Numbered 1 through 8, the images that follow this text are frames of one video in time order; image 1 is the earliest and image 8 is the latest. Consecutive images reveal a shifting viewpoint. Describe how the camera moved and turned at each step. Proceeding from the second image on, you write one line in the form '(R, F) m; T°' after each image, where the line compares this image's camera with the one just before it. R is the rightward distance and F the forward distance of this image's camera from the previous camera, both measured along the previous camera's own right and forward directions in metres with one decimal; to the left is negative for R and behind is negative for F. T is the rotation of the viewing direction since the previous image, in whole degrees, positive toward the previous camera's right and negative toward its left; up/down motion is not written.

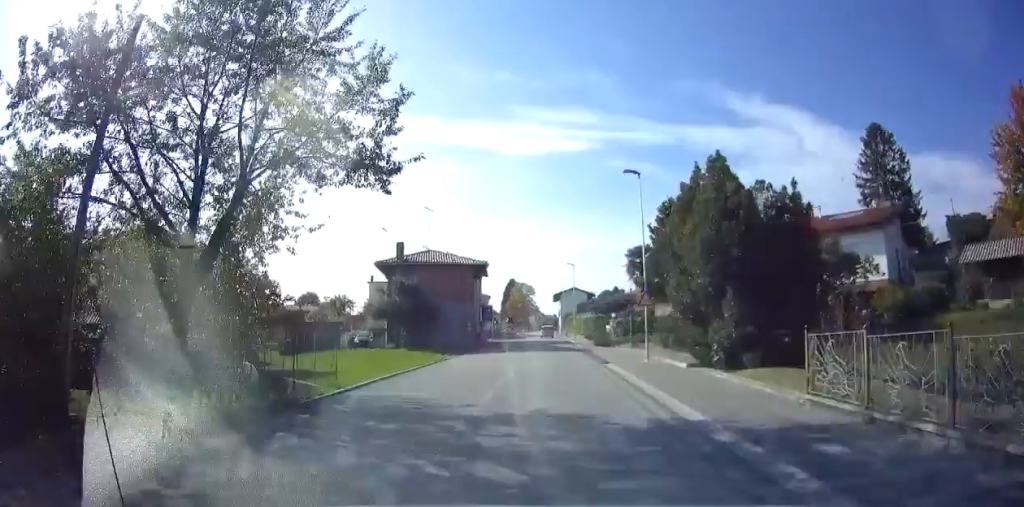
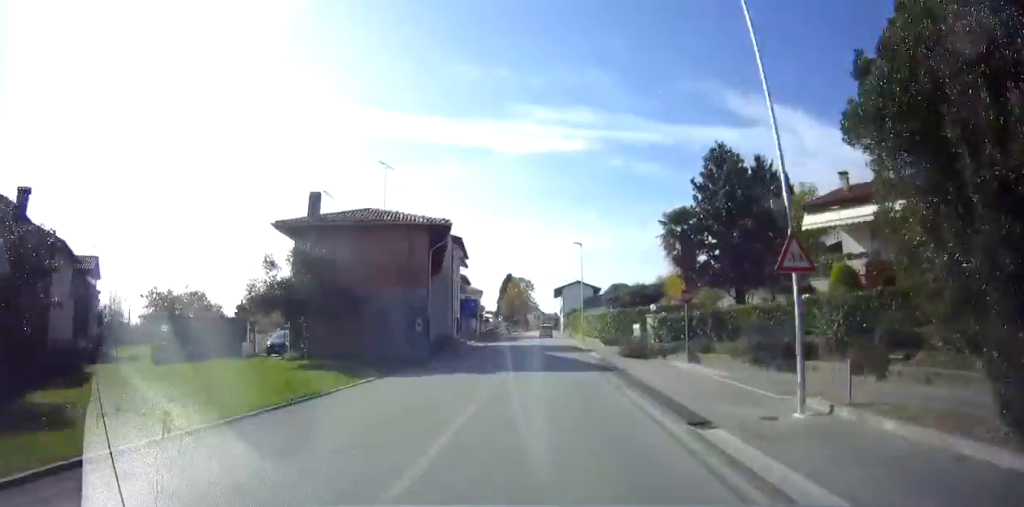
(0.0, +14.3) m; 0°
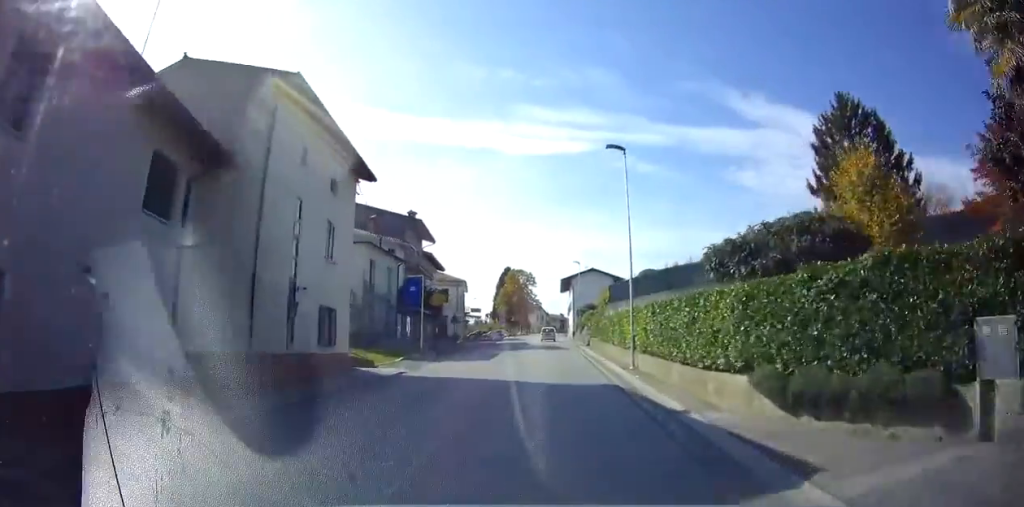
(-0.2, +25.6) m; -2°
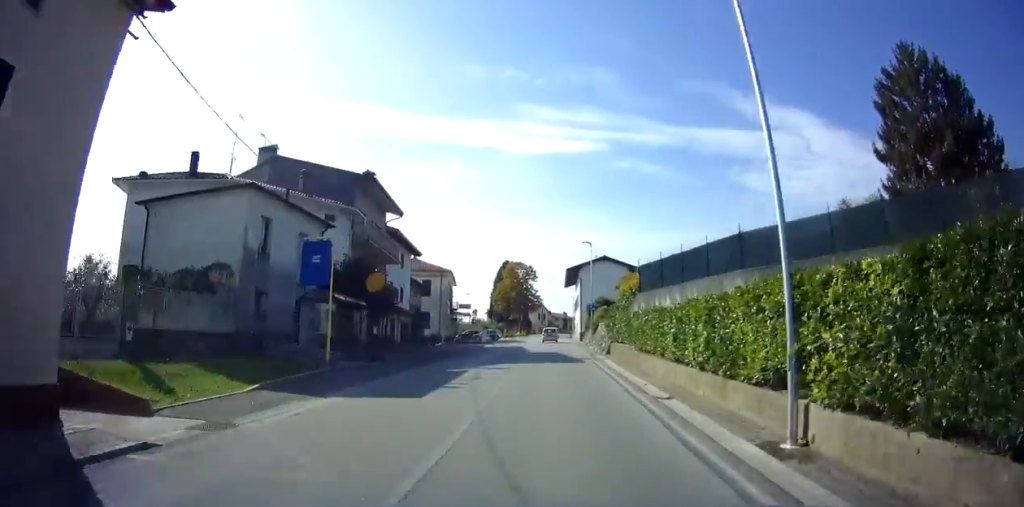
(-0.3, +12.9) m; 0°
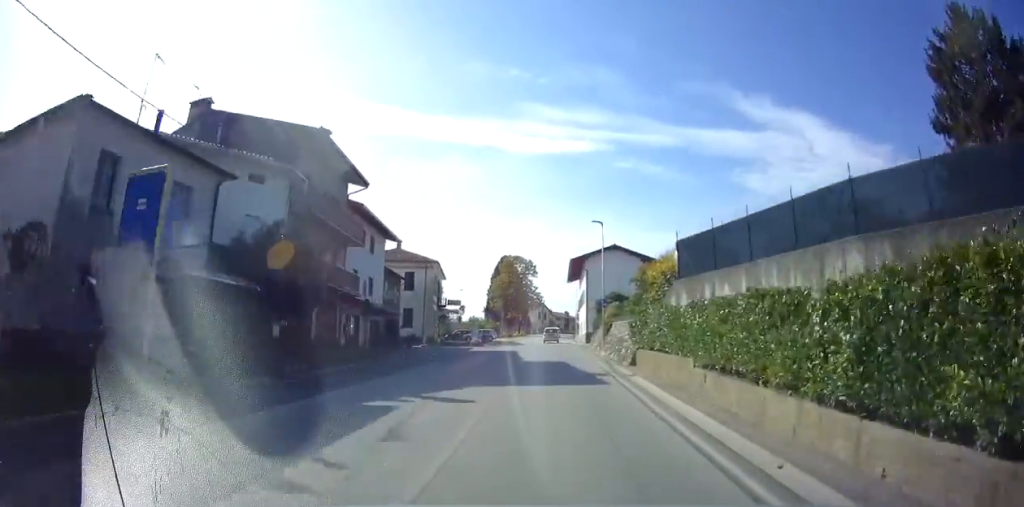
(+0.2, +8.4) m; +1°
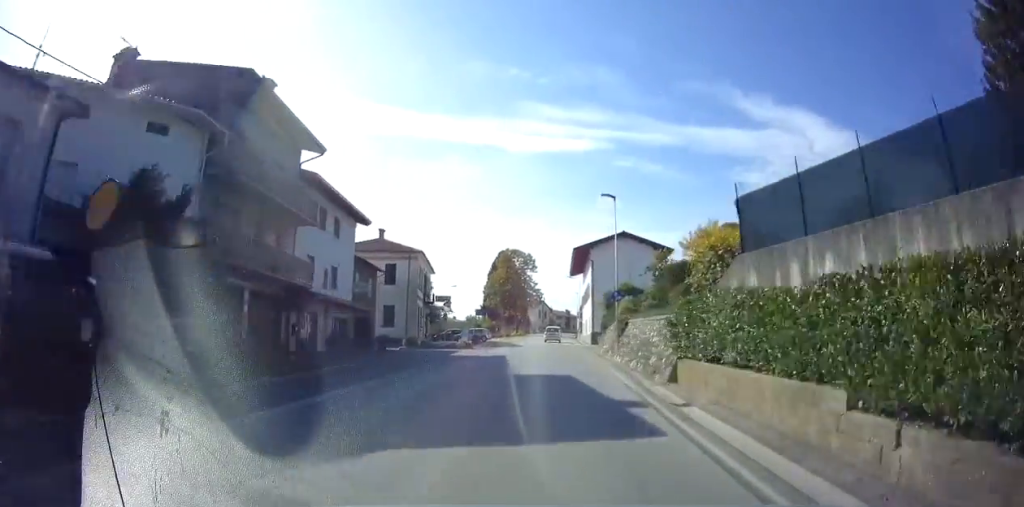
(+0.1, +6.8) m; +1°
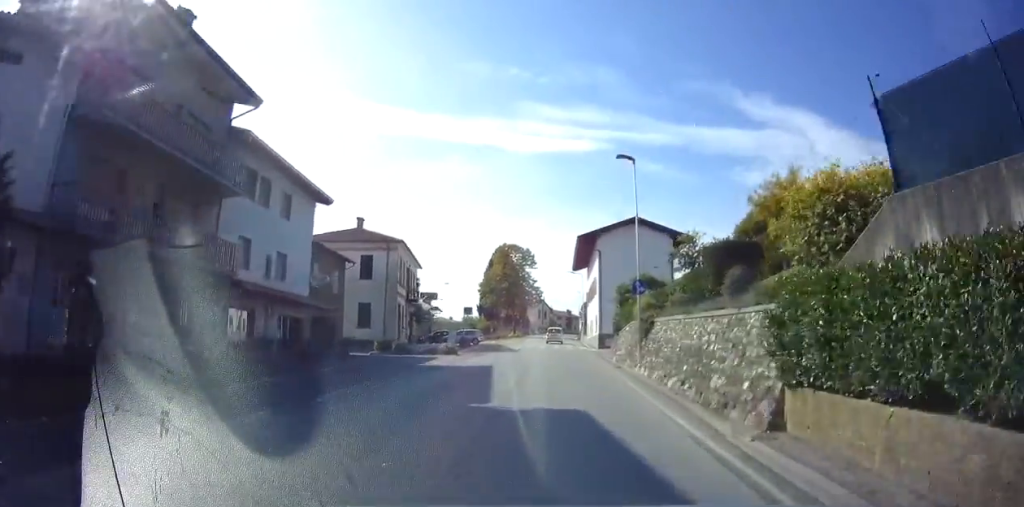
(0.0, +6.7) m; 0°
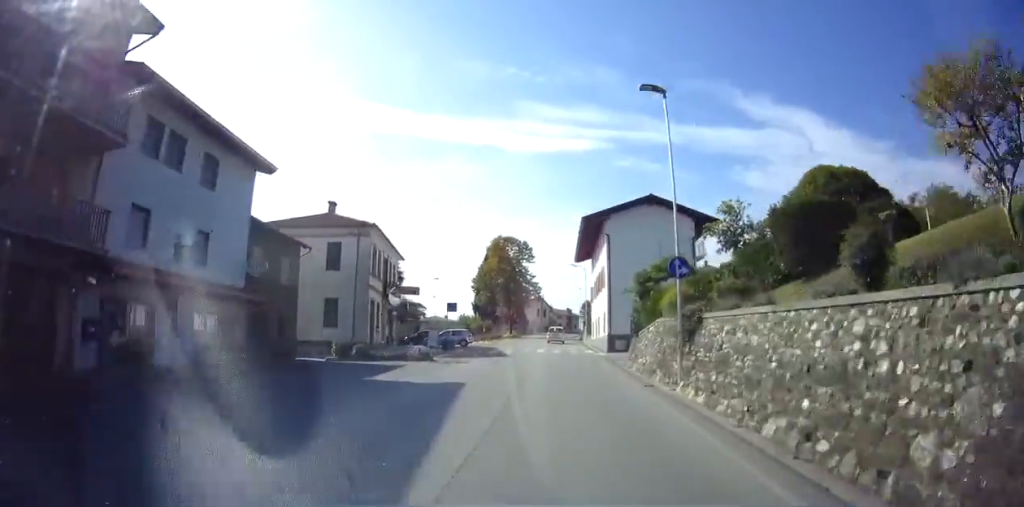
(0.0, +7.2) m; 0°
